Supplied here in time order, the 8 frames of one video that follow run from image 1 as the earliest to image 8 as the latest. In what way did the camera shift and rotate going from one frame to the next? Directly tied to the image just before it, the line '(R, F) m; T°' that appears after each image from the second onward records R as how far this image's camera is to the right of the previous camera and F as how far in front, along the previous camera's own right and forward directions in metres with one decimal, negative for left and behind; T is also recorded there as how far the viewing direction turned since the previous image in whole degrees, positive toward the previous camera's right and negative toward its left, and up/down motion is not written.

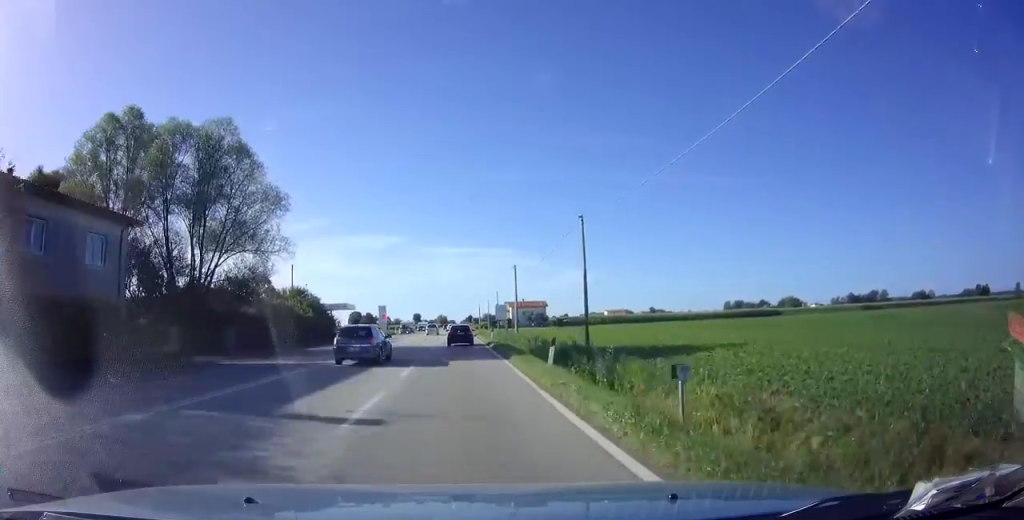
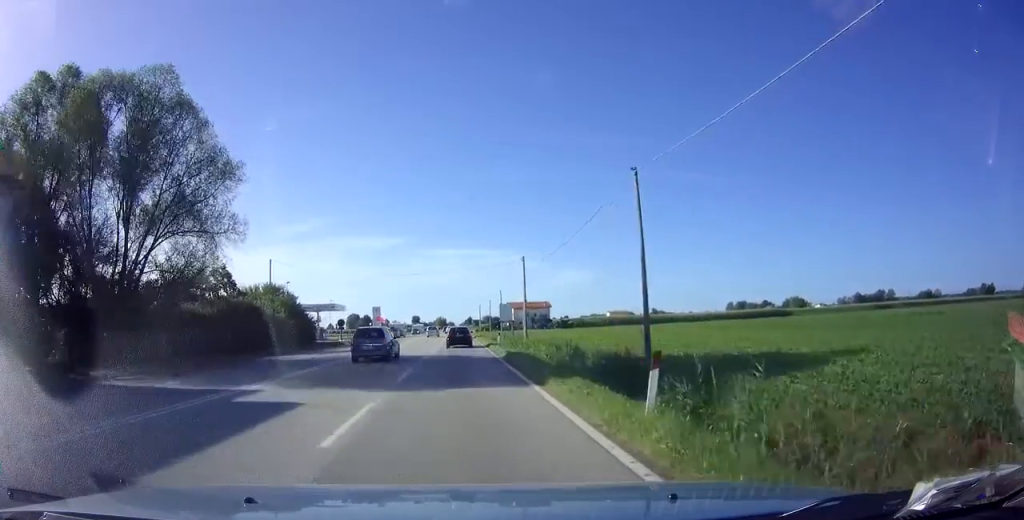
(0.0, +9.2) m; 0°
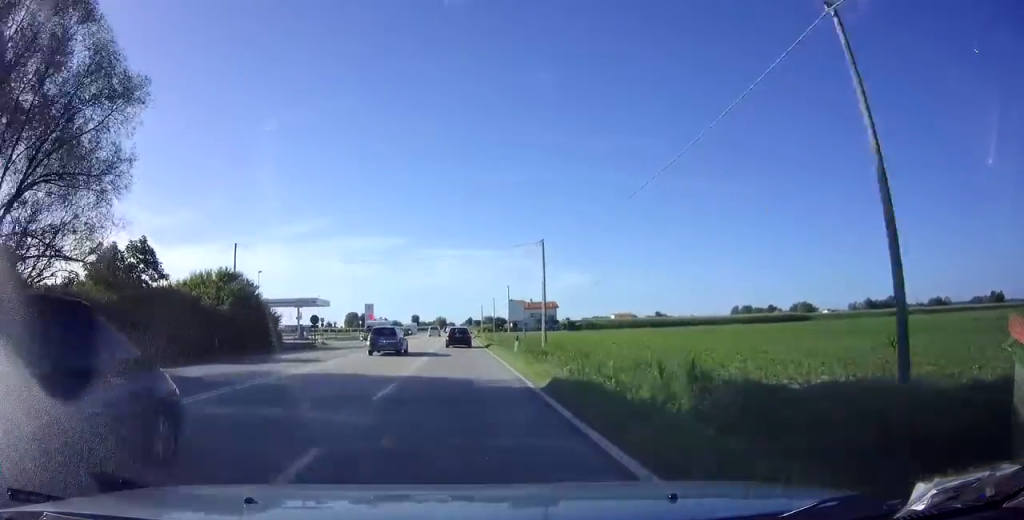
(0.0, +11.2) m; 0°
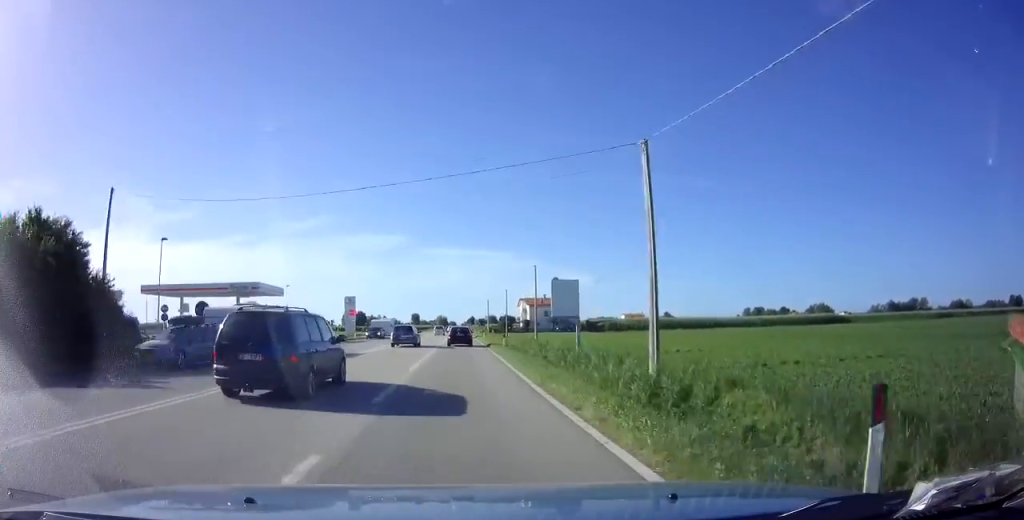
(-0.1, +22.4) m; 0°
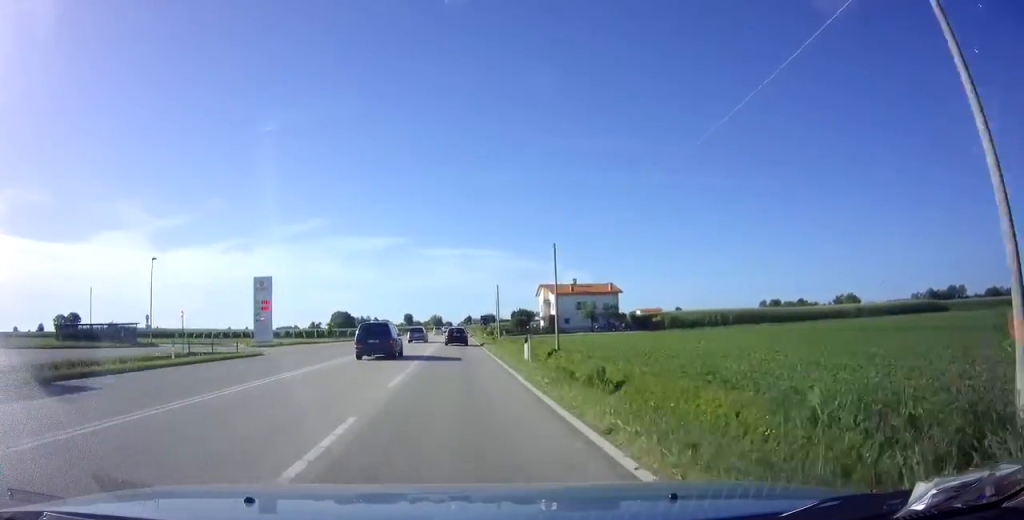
(+0.3, +42.1) m; +1°
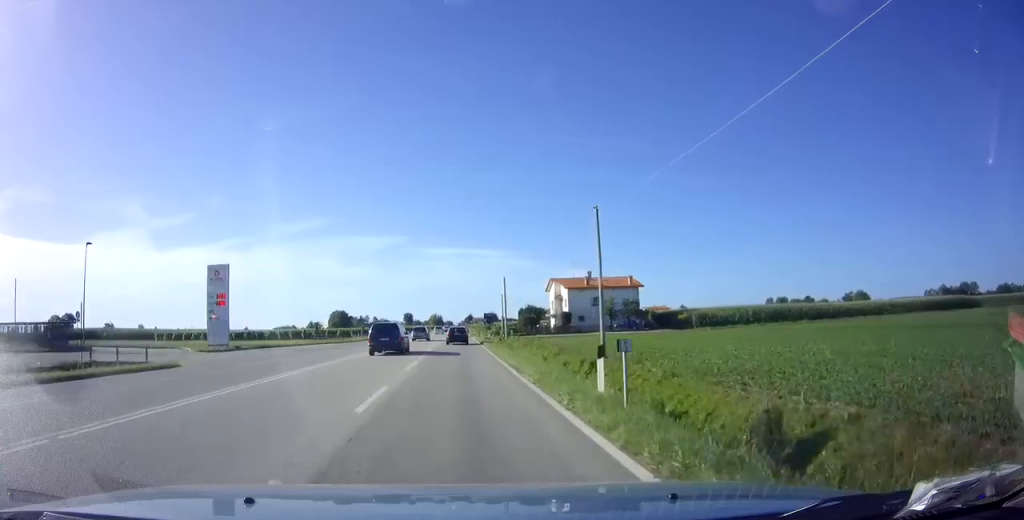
(0.0, +10.9) m; 0°
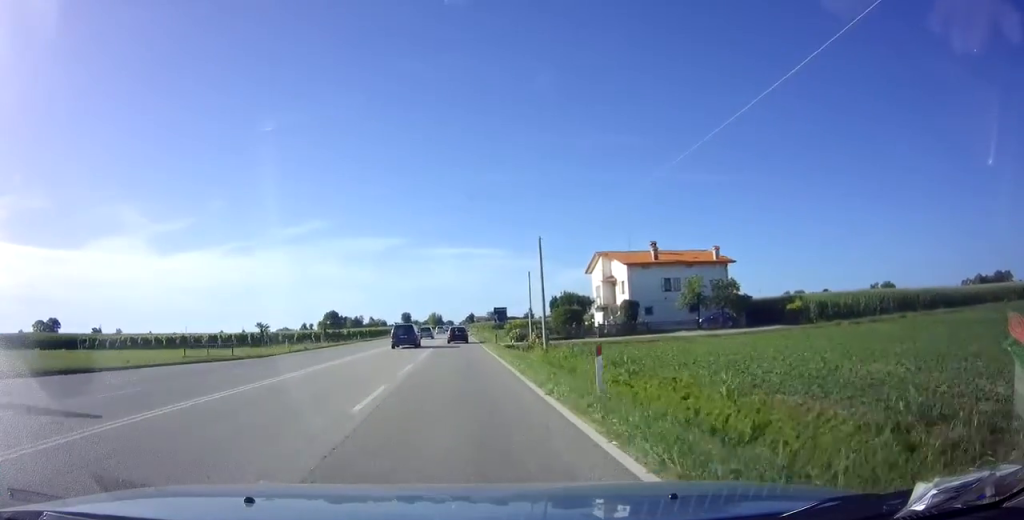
(-0.1, +29.9) m; 0°
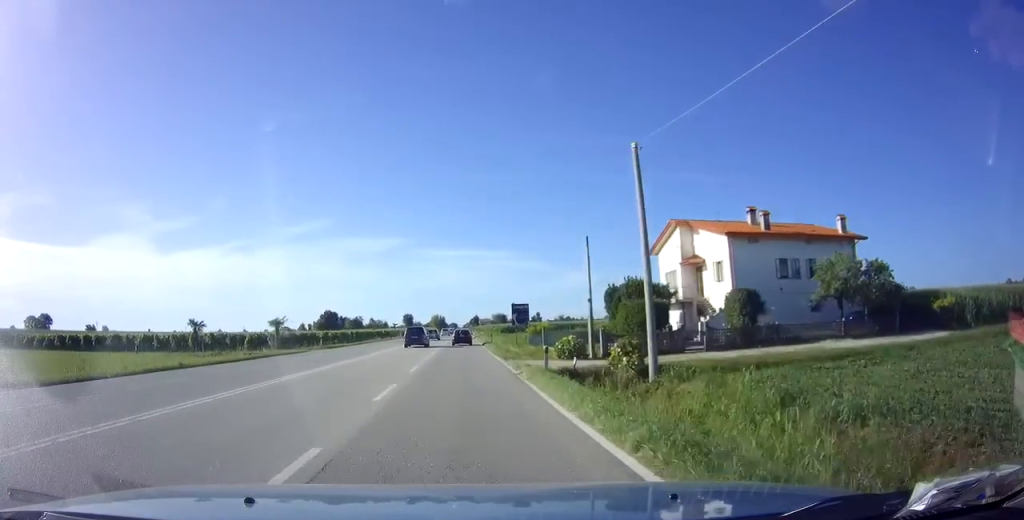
(0.0, +20.5) m; 0°
